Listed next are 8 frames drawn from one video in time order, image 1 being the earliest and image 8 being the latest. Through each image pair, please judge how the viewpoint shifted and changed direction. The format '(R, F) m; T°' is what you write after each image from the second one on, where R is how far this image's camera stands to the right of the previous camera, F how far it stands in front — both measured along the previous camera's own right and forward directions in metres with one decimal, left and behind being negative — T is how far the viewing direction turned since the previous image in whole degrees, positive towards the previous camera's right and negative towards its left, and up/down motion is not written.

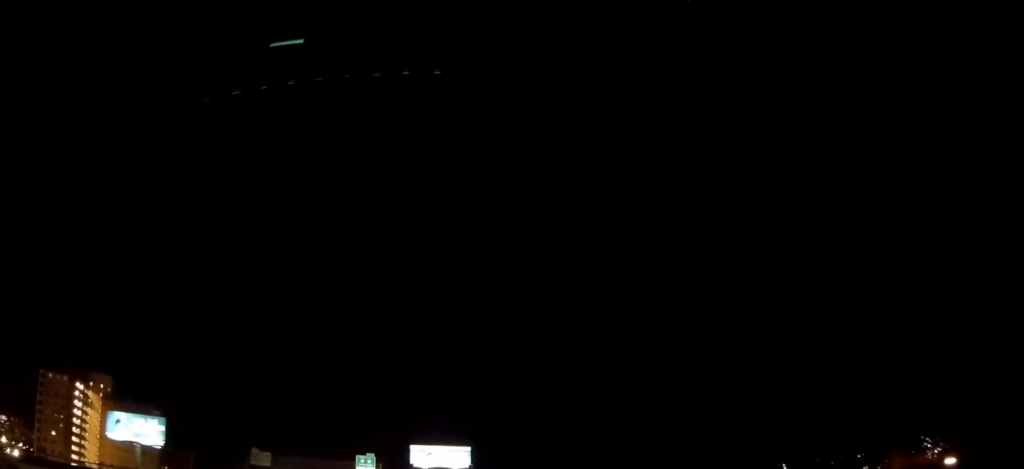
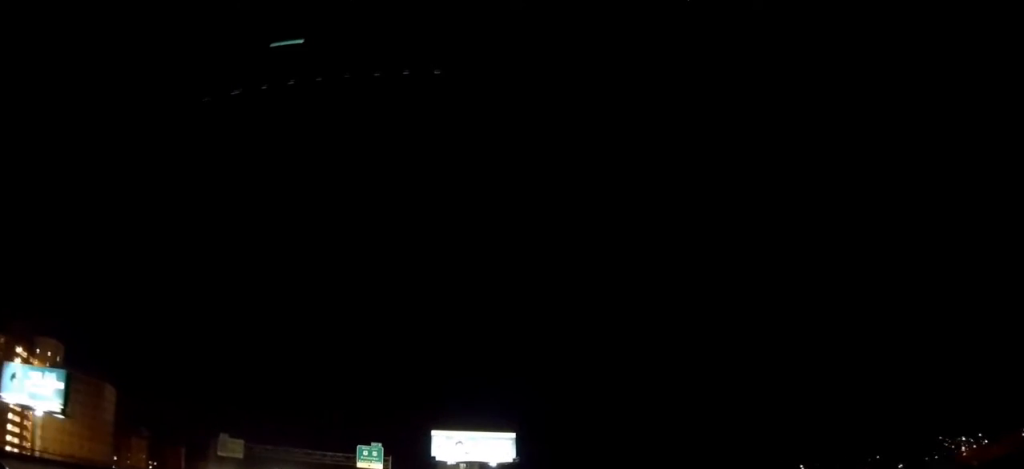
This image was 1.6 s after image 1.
(0.0, +39.6) m; -1°
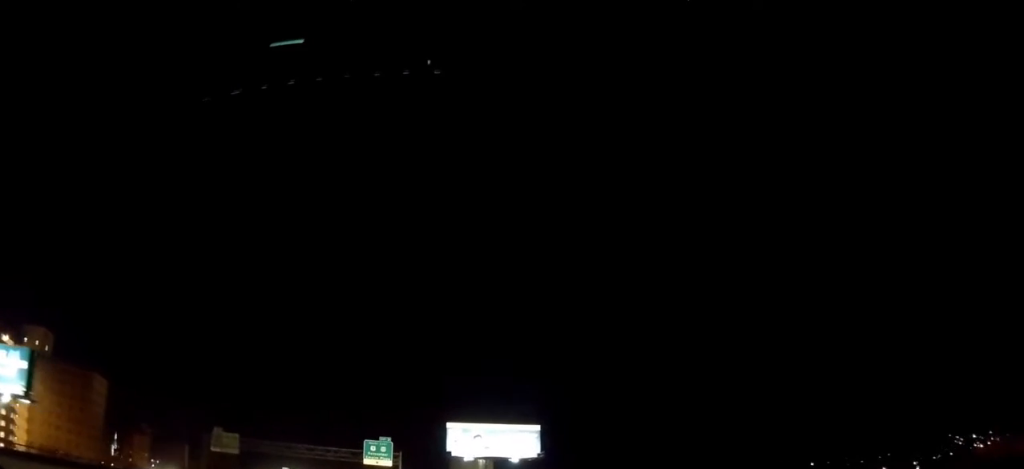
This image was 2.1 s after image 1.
(0.0, +11.3) m; -1°
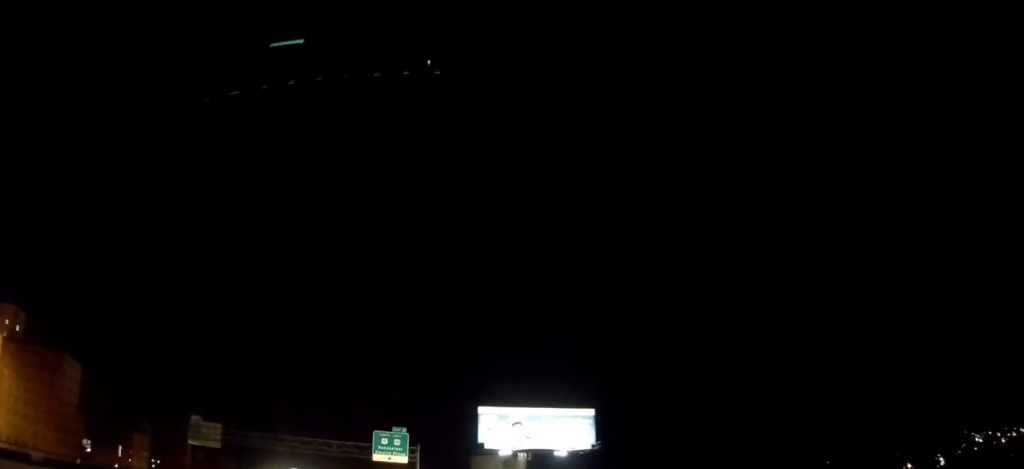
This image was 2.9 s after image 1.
(-0.3, +19.4) m; -1°
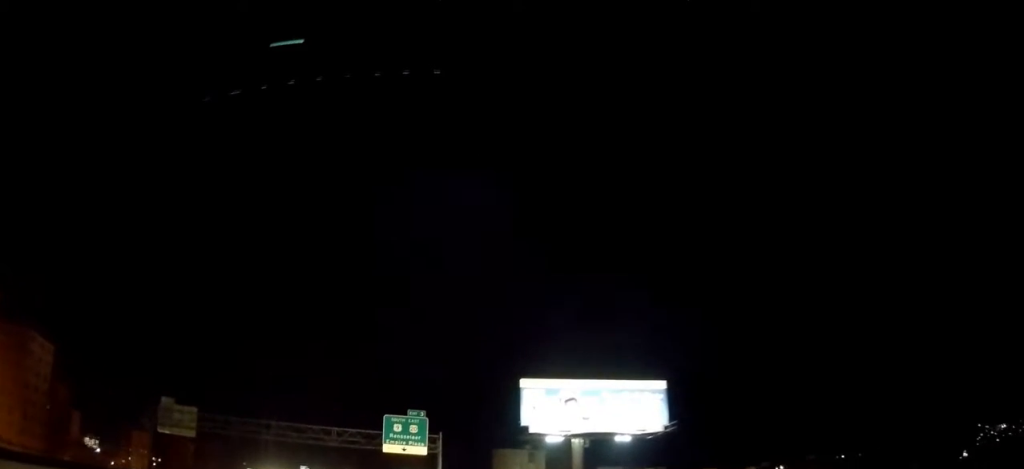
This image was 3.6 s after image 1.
(-0.1, +17.0) m; -1°
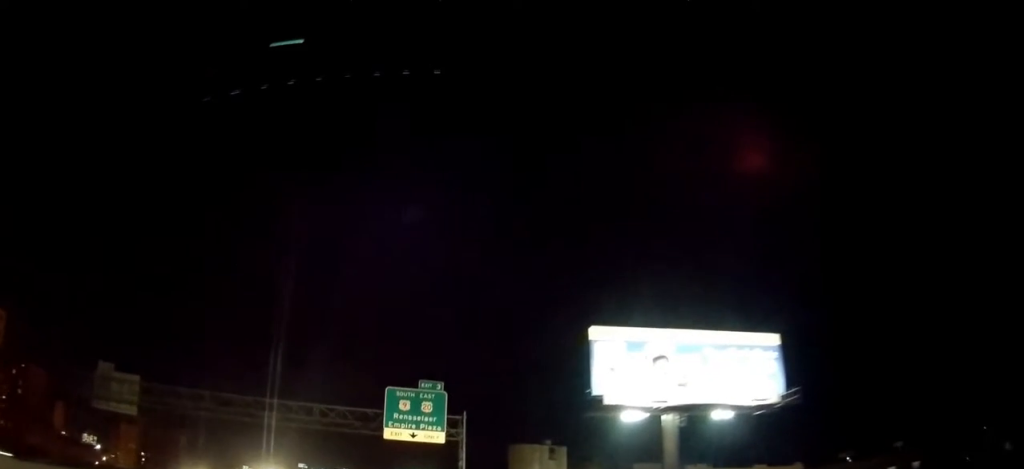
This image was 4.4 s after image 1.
(-0.1, +18.6) m; -1°
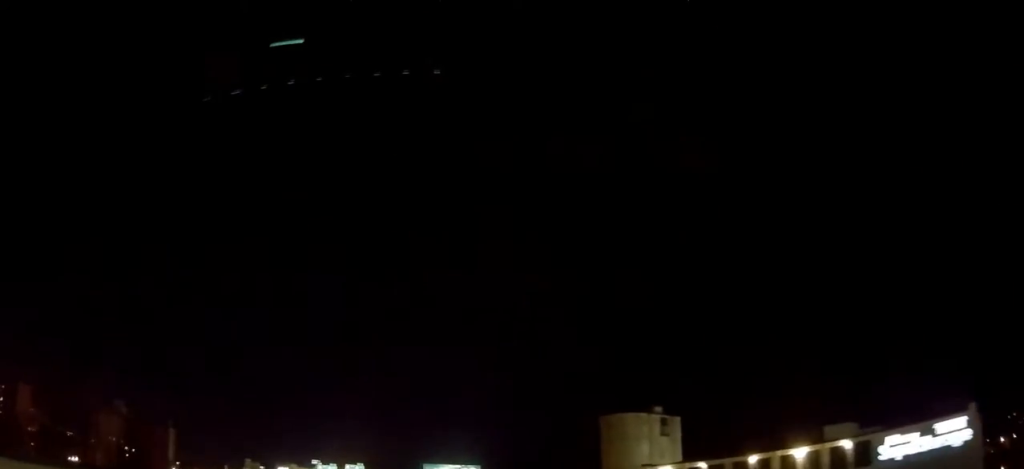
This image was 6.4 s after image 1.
(-0.8, +49.3) m; -2°
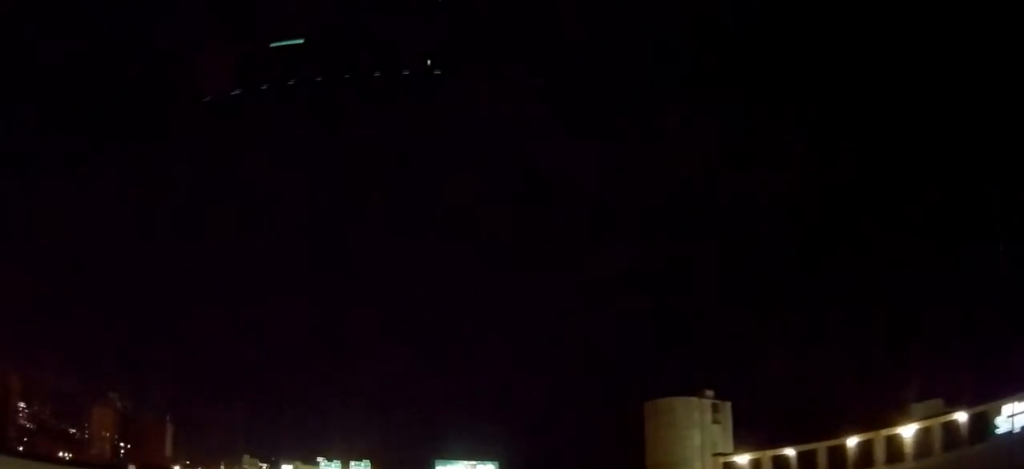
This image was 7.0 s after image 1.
(-0.2, +13.6) m; -1°
